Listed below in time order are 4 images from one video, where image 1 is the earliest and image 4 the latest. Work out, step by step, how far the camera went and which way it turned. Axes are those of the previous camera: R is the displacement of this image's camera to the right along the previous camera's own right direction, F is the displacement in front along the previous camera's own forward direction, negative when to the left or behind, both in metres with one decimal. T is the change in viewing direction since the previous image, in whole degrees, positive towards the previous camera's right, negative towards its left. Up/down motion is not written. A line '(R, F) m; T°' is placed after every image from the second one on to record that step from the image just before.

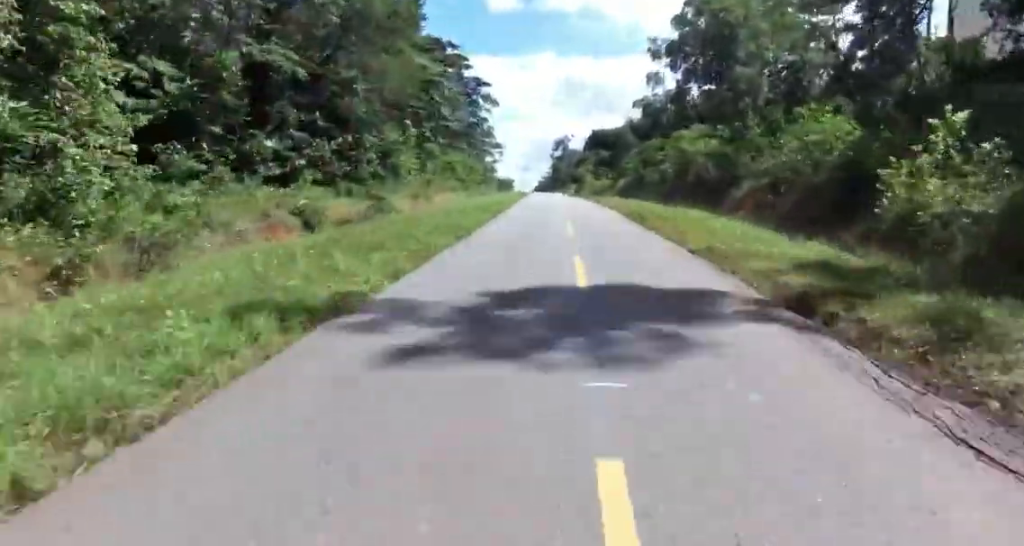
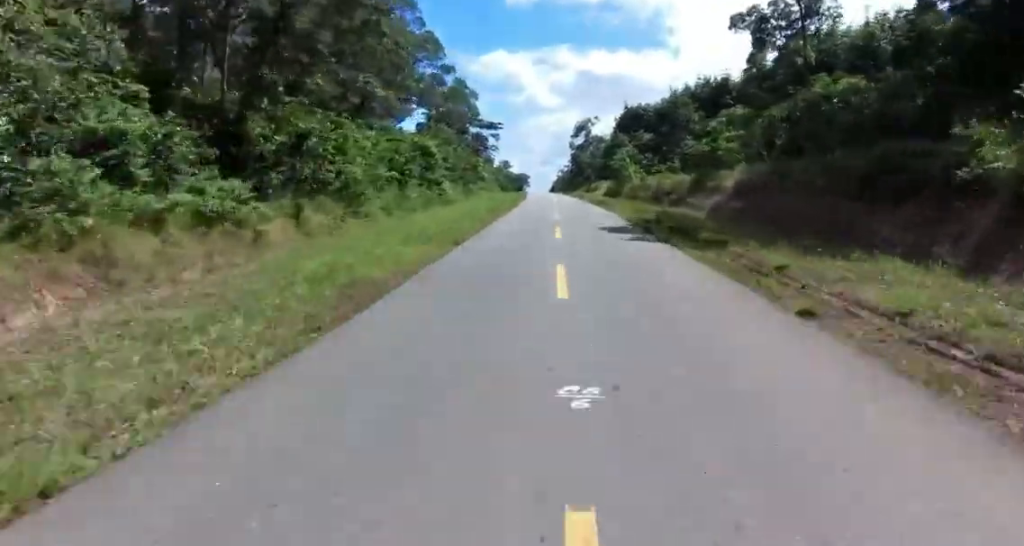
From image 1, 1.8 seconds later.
(-1.9, +49.8) m; -4°
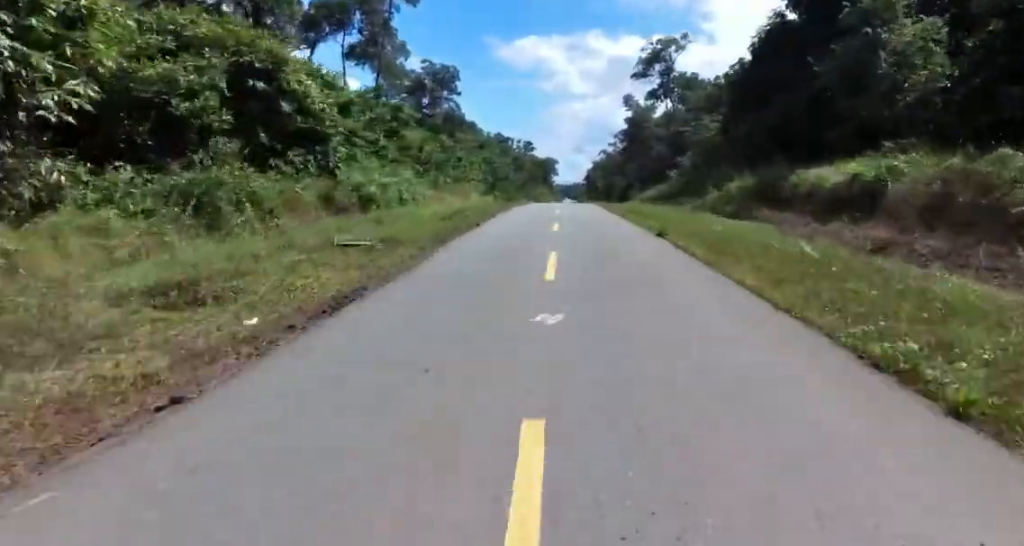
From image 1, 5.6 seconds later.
(-2.6, +98.4) m; -3°
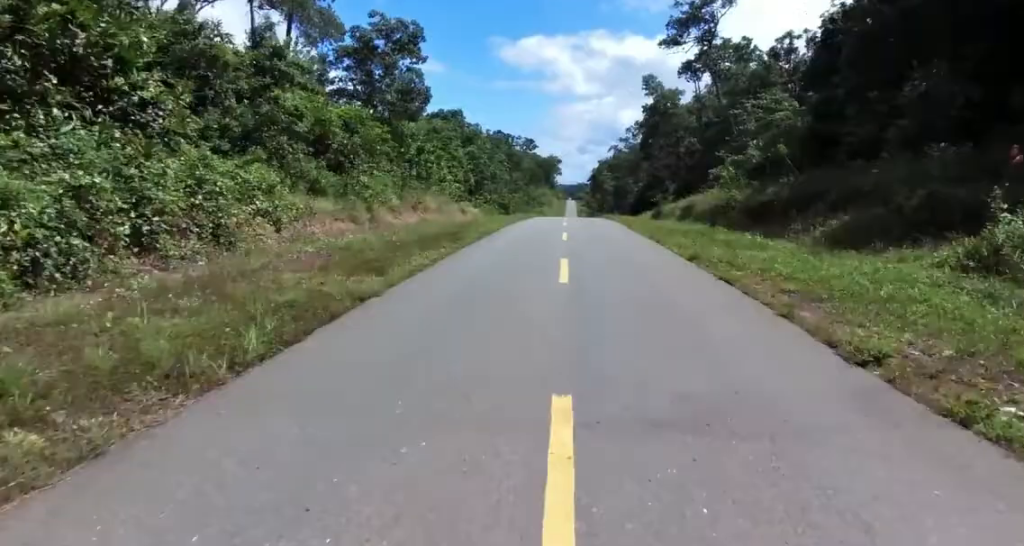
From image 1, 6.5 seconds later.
(+0.6, +24.5) m; +1°
